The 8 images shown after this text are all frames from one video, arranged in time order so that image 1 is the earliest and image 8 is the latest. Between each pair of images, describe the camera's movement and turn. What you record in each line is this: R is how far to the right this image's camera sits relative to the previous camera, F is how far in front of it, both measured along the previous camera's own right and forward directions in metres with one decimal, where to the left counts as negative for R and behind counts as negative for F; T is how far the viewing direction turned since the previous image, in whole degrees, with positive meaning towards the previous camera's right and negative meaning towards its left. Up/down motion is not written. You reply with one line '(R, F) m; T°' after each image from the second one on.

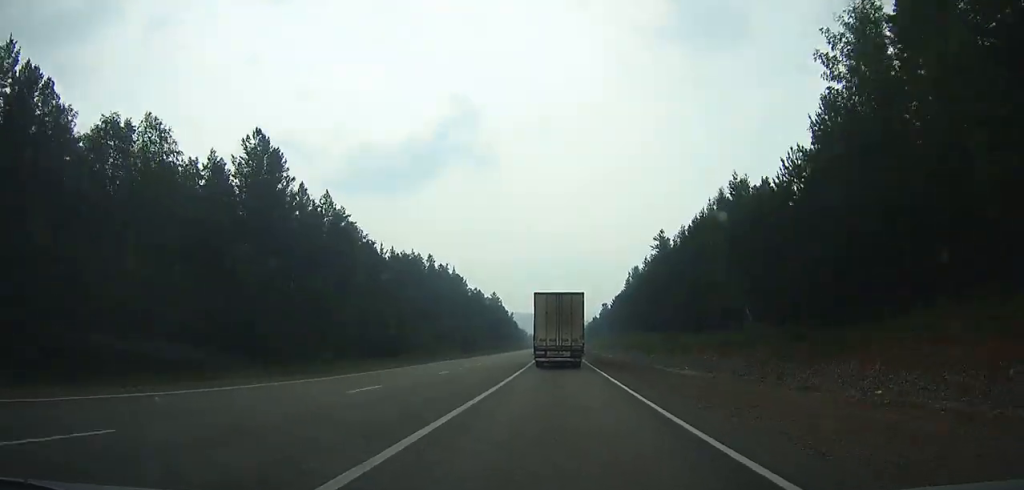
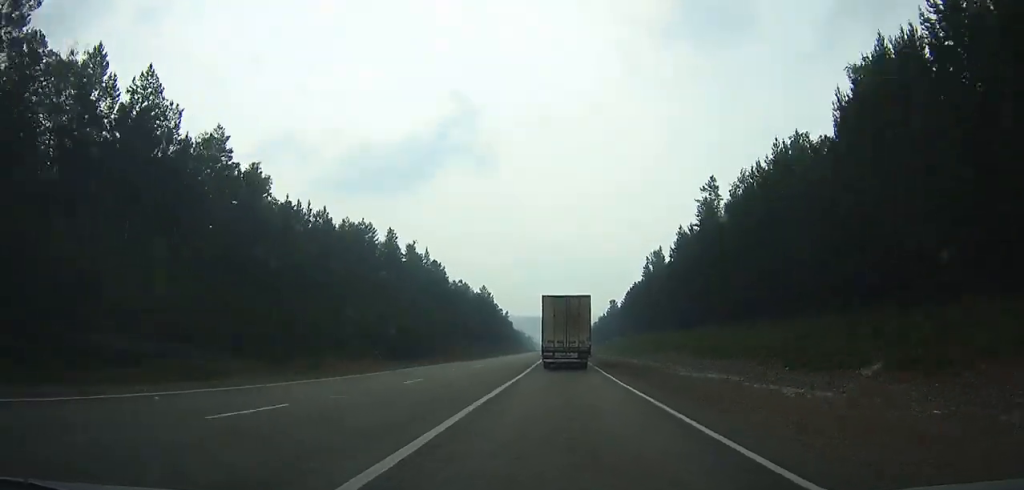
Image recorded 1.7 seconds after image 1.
(-0.1, +45.7) m; 0°
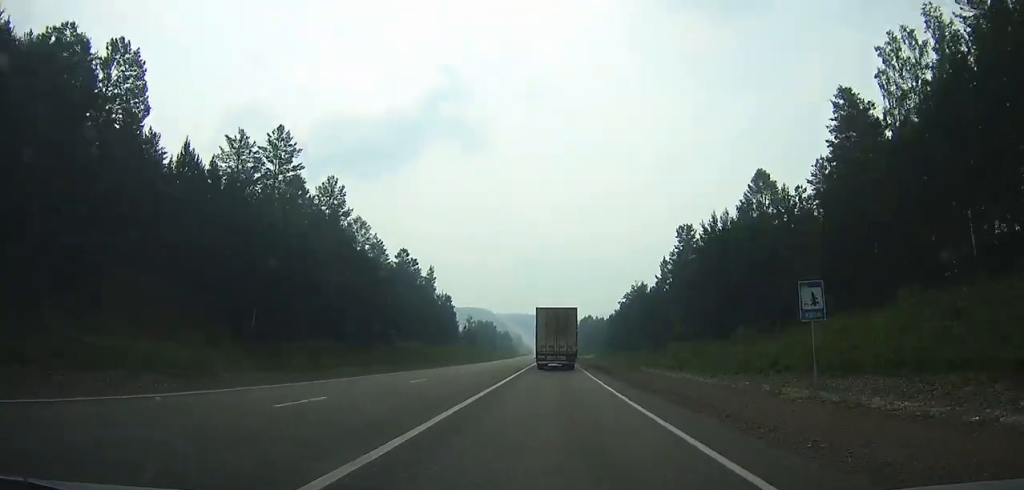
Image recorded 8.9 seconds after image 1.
(+9.3, +213.8) m; +6°
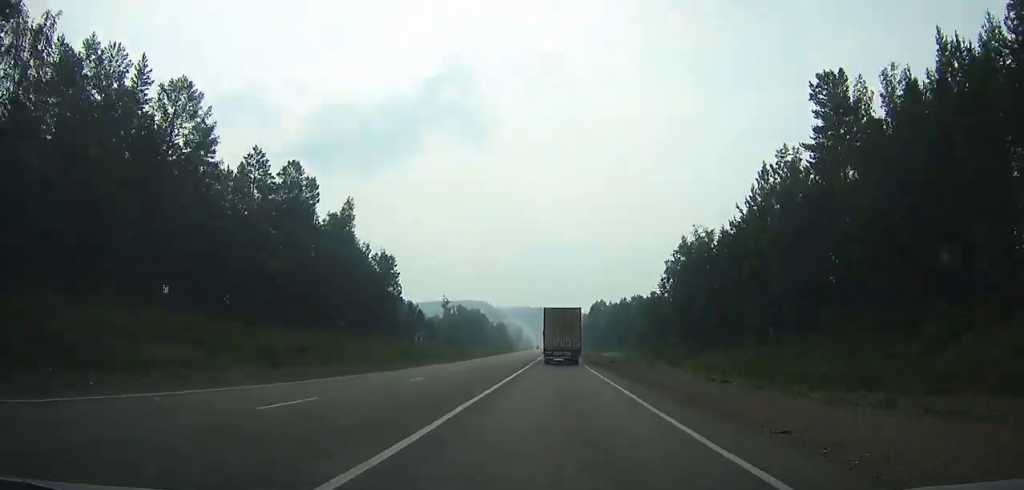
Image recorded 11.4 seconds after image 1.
(+1.5, +79.9) m; -1°
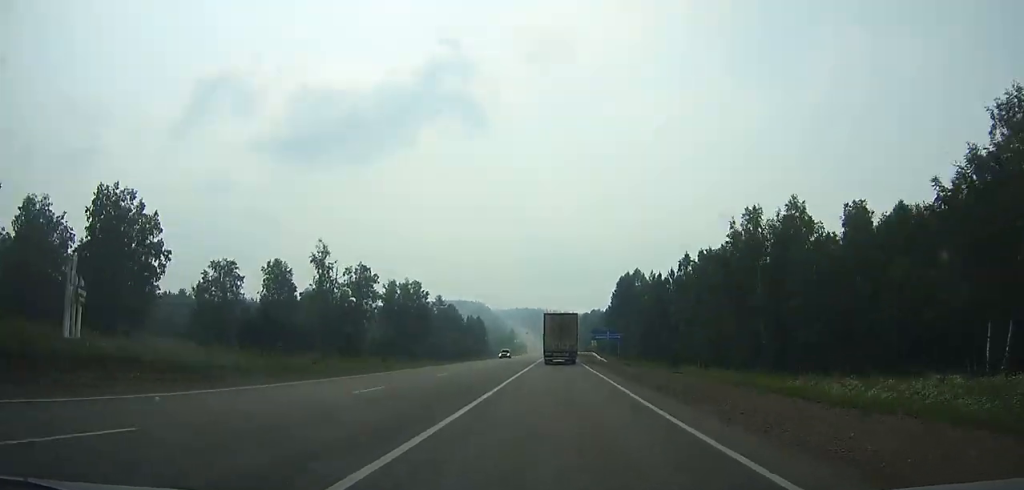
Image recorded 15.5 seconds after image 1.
(-7.2, +121.3) m; -8°
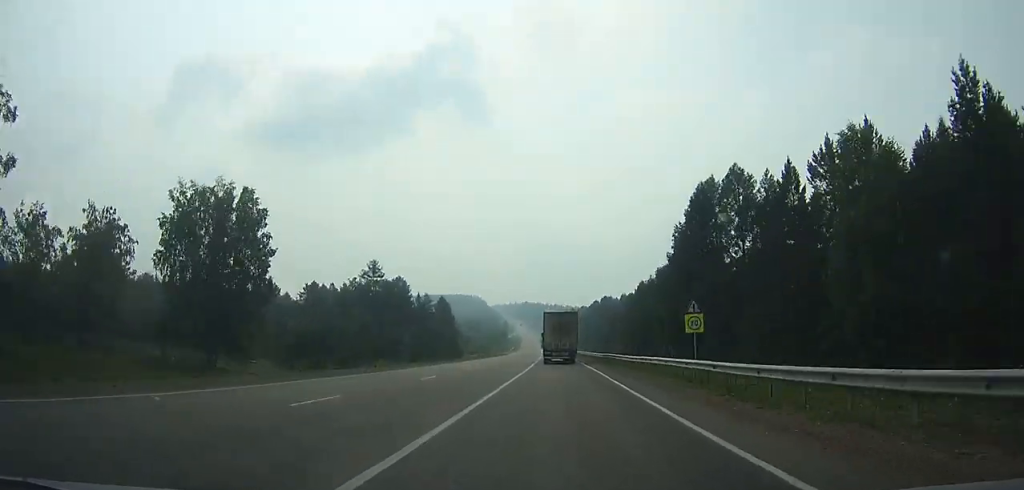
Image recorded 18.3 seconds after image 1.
(-3.1, +73.9) m; -3°
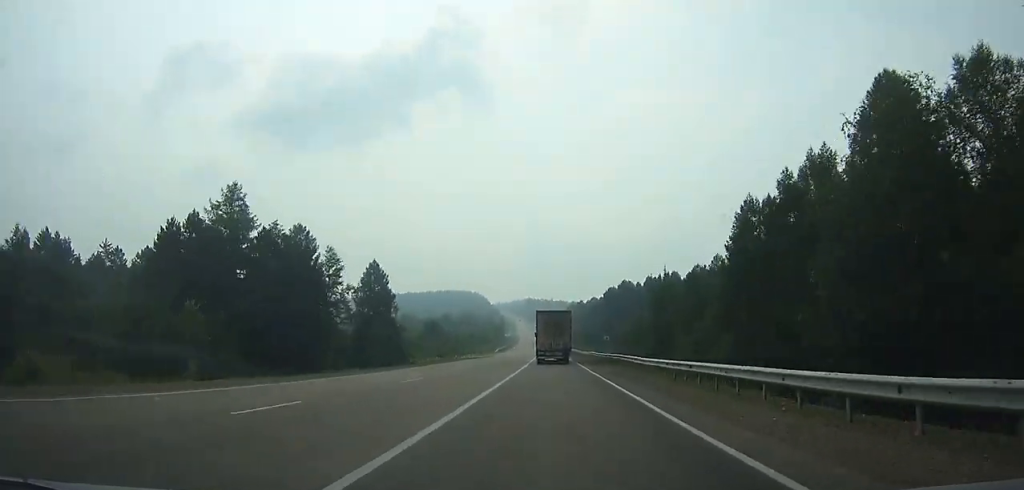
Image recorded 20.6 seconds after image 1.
(-0.5, +56.8) m; 0°
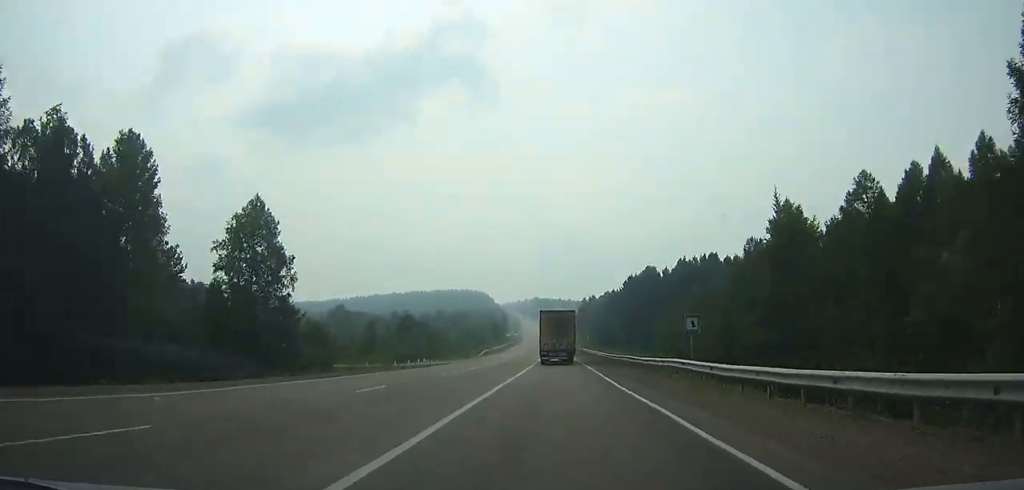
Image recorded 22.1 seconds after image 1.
(0.0, +36.1) m; 0°
